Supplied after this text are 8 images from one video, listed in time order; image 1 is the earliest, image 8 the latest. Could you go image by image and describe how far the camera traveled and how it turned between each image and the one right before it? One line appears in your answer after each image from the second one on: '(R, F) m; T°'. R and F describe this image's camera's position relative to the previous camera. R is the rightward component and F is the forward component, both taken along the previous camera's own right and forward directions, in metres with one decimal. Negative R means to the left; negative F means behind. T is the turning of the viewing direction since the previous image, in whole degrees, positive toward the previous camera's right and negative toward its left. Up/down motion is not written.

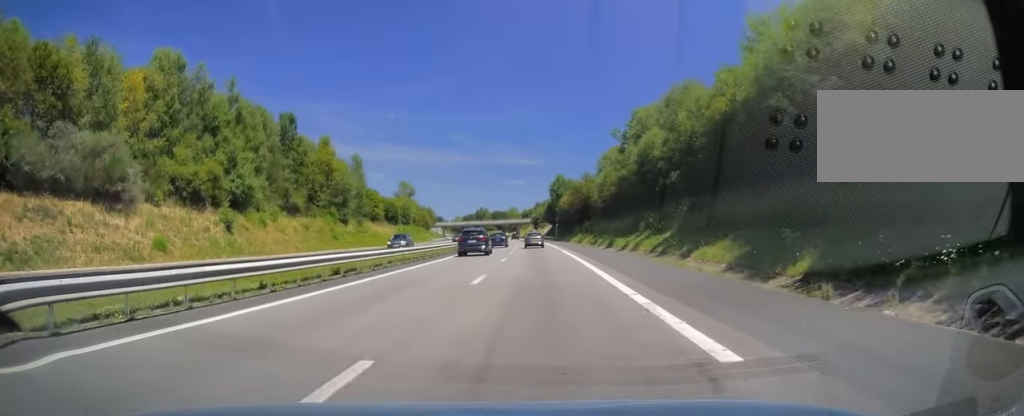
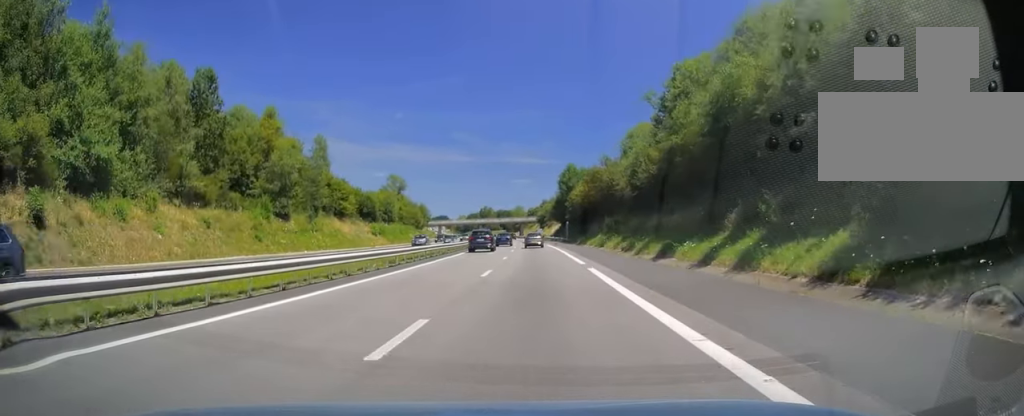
(+0.1, +23.2) m; 0°
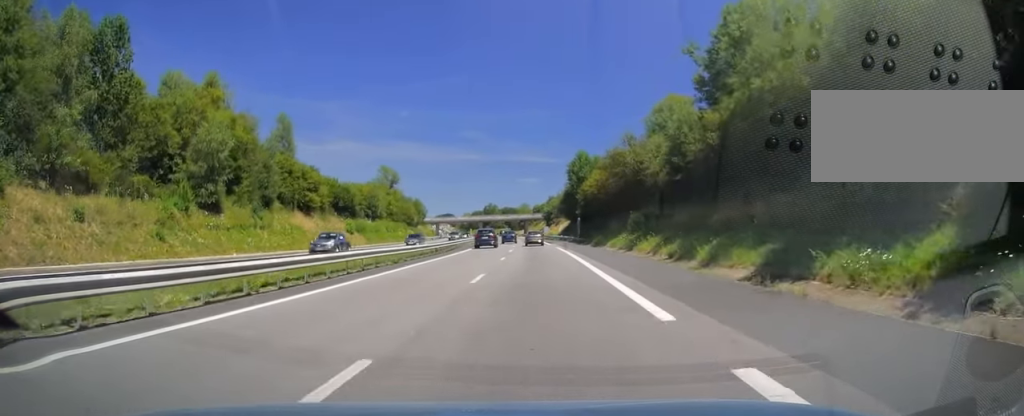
(-0.2, +16.3) m; -1°
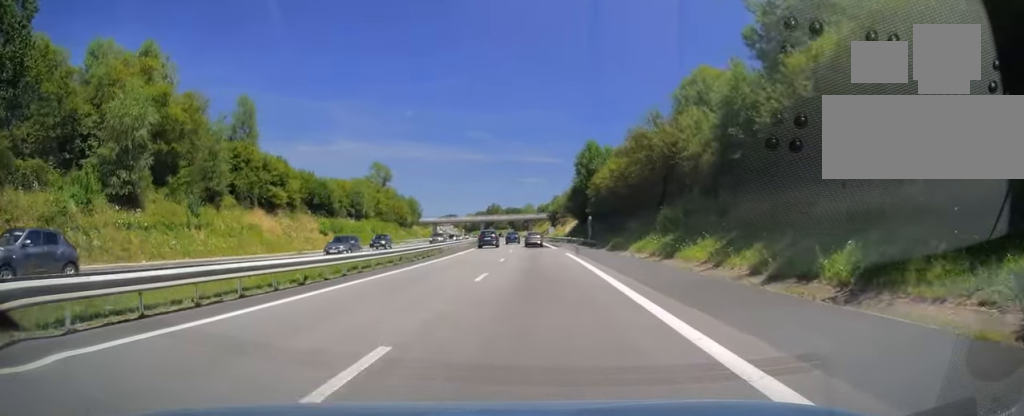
(0.0, +12.3) m; -1°
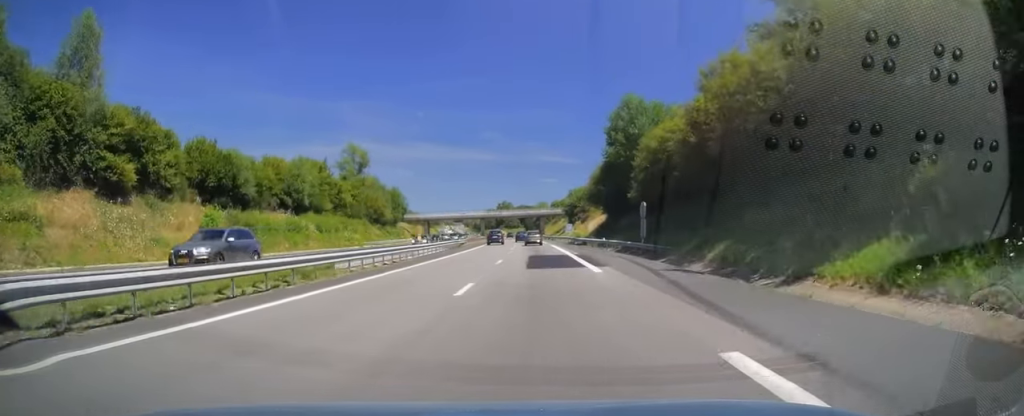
(-0.4, +30.2) m; -1°
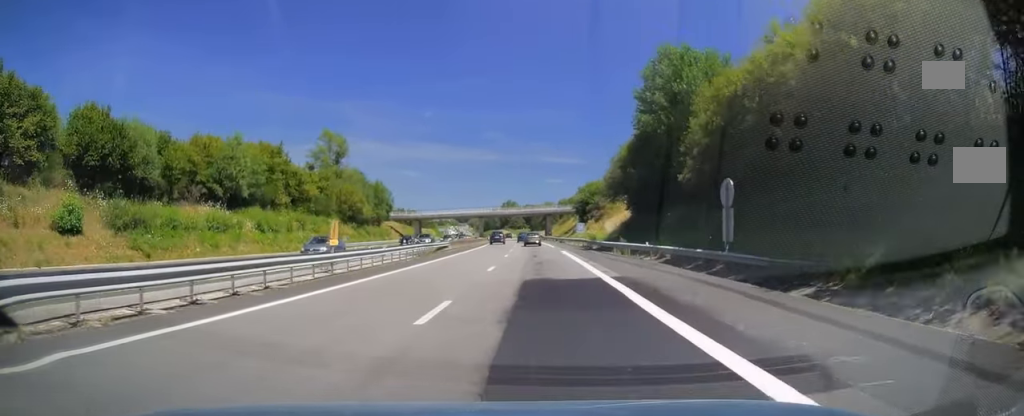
(+0.1, +17.2) m; 0°
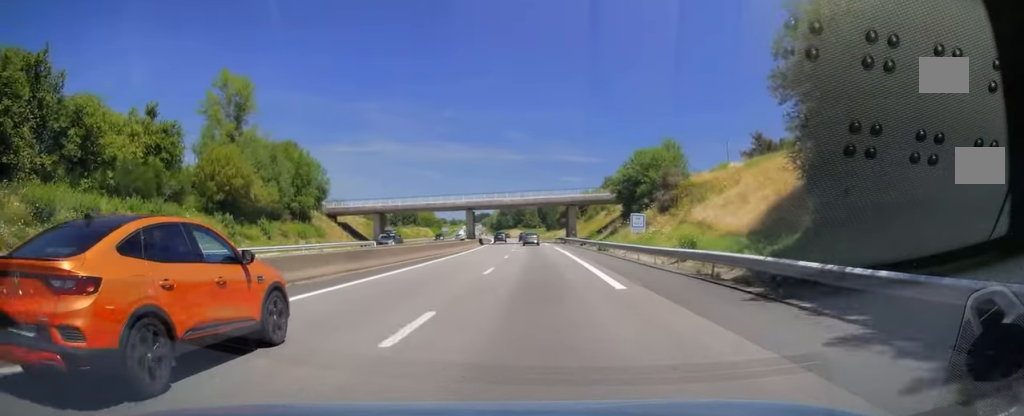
(-0.6, +40.9) m; -2°
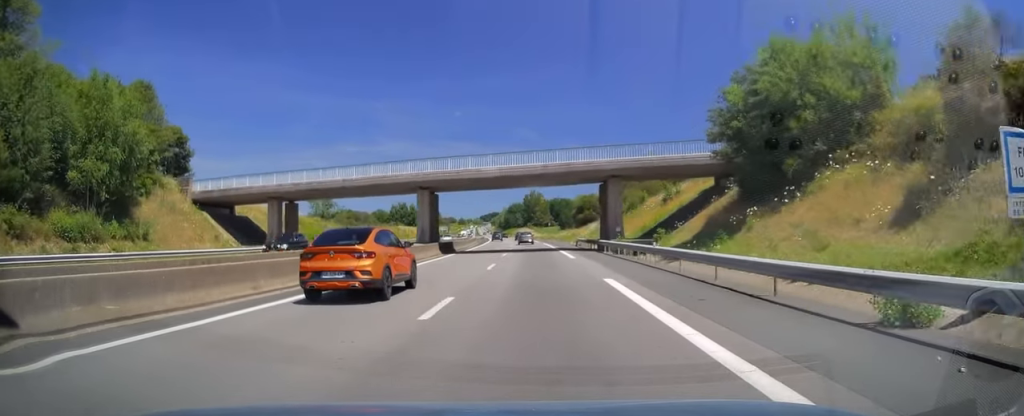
(-0.4, +37.0) m; -1°
